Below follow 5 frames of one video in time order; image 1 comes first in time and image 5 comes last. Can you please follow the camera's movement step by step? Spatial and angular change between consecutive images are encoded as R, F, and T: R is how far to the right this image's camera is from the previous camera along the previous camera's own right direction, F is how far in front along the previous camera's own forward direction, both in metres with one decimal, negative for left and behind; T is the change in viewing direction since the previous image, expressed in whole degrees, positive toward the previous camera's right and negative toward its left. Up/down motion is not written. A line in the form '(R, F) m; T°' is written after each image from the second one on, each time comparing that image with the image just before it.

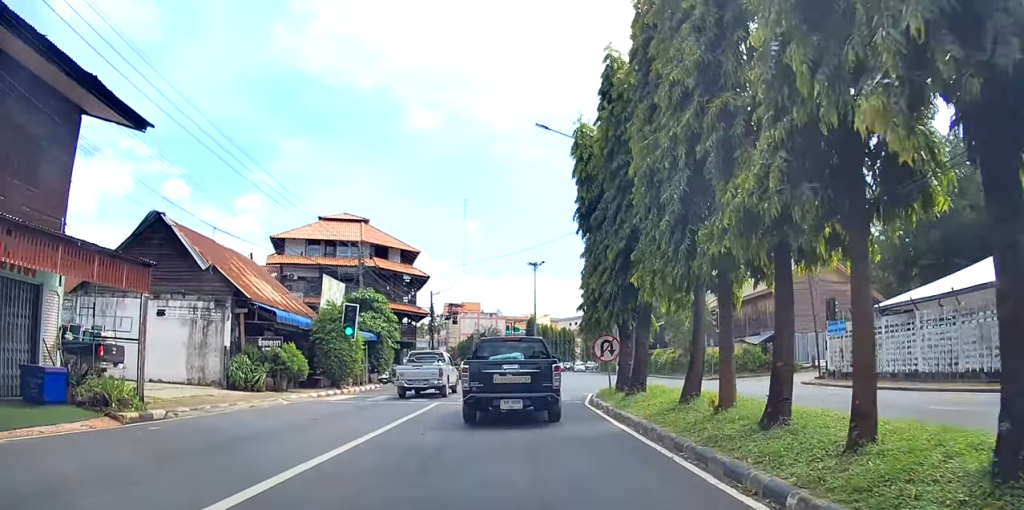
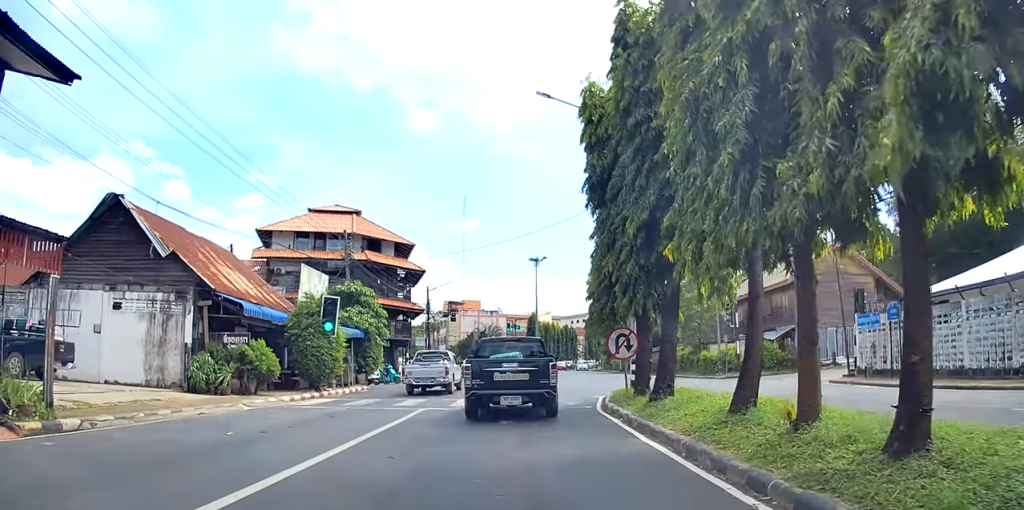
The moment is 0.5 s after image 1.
(+0.3, +2.8) m; +2°
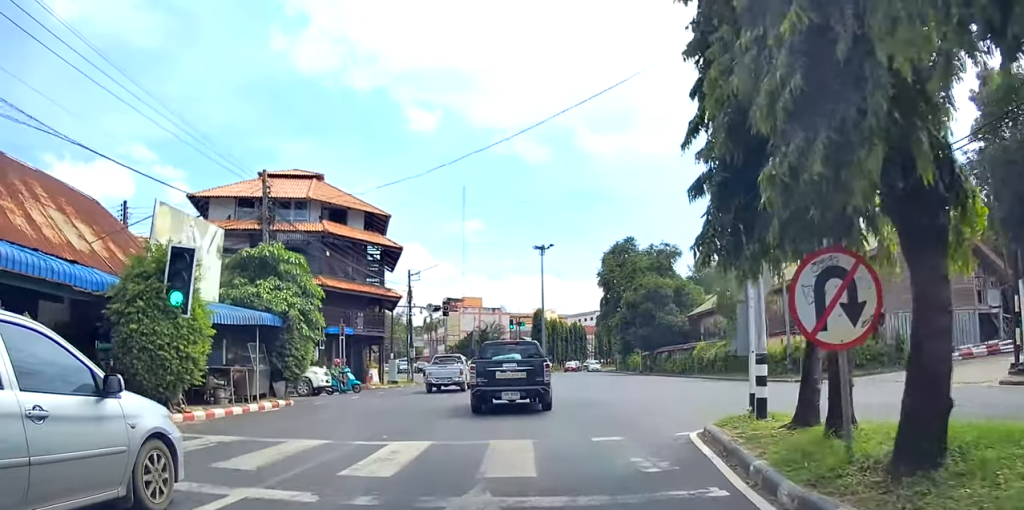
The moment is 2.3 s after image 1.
(0.0, +9.4) m; -1°
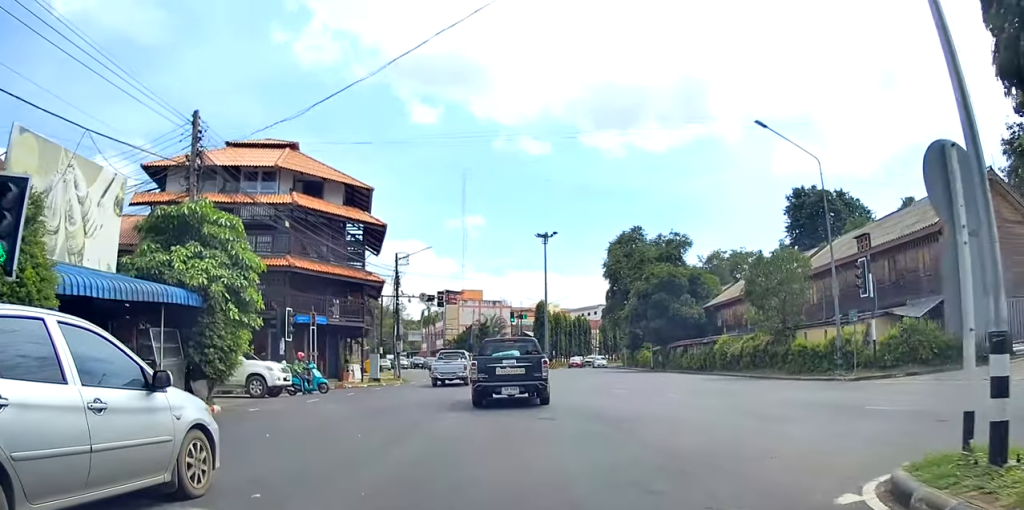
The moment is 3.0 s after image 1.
(+0.4, +4.2) m; -2°
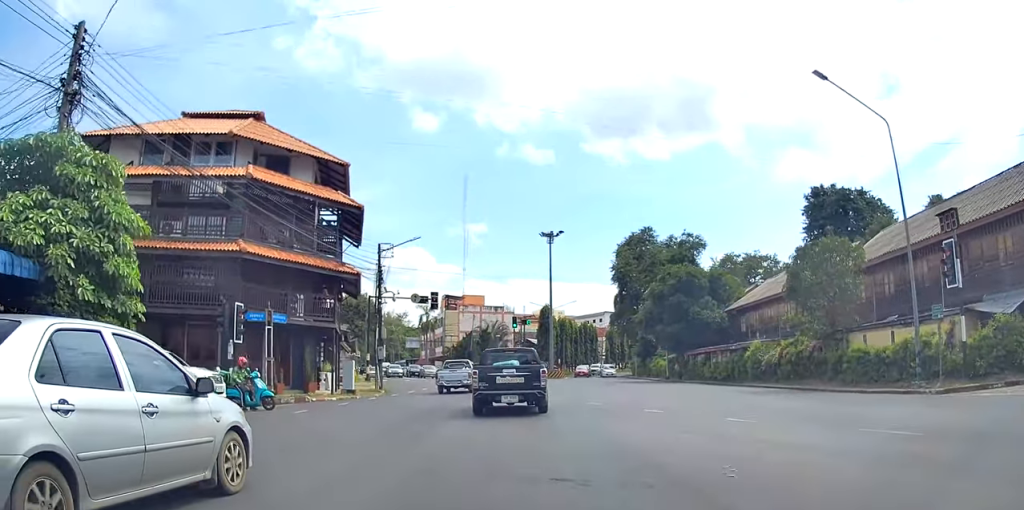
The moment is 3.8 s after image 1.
(-0.5, +4.7) m; -3°
